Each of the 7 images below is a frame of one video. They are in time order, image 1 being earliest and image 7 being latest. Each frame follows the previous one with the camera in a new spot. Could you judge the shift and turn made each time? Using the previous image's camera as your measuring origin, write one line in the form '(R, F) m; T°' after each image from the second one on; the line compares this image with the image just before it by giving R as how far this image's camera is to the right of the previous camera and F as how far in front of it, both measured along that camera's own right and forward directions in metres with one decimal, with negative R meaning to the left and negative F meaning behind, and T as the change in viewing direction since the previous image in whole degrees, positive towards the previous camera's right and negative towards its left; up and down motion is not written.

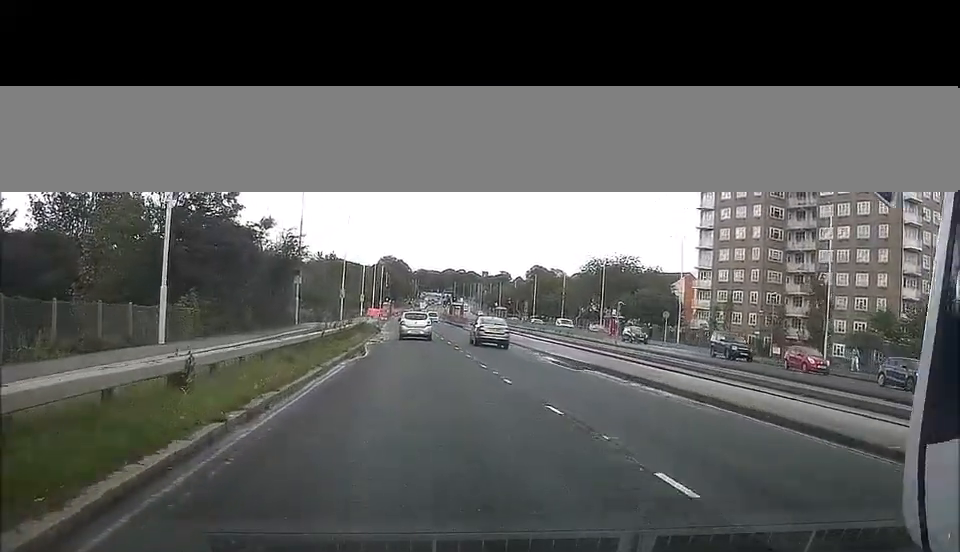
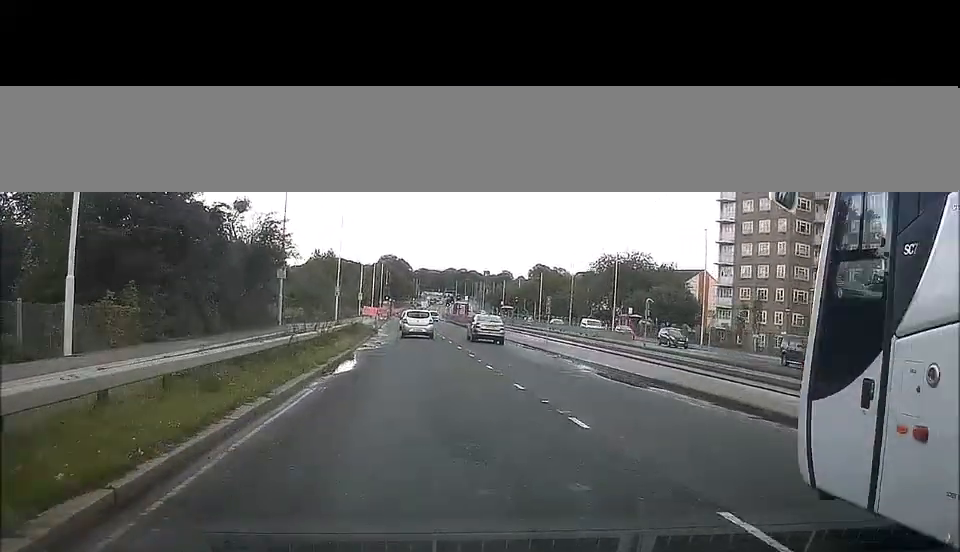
(+0.1, +7.3) m; +1°
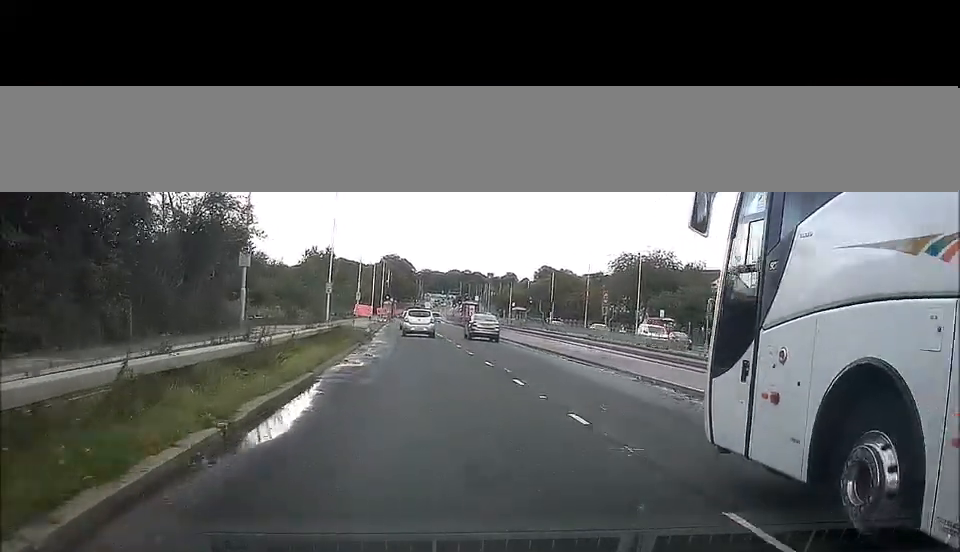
(+0.1, +11.1) m; -1°
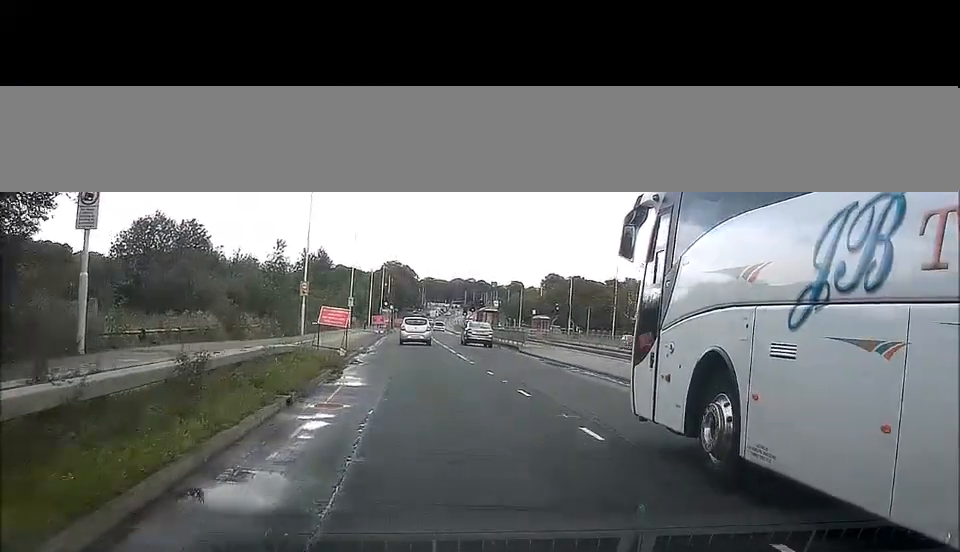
(-0.4, +17.8) m; -2°
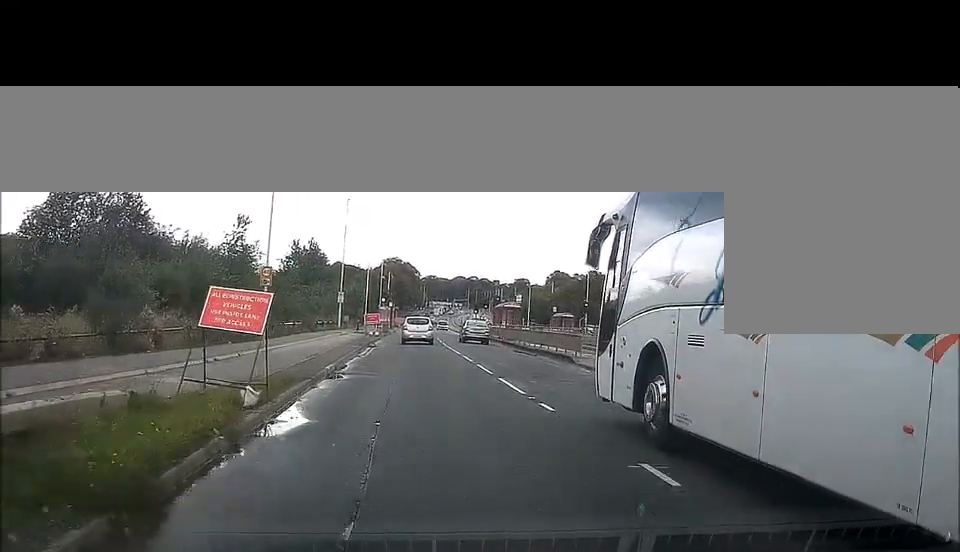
(-0.1, +14.5) m; -1°
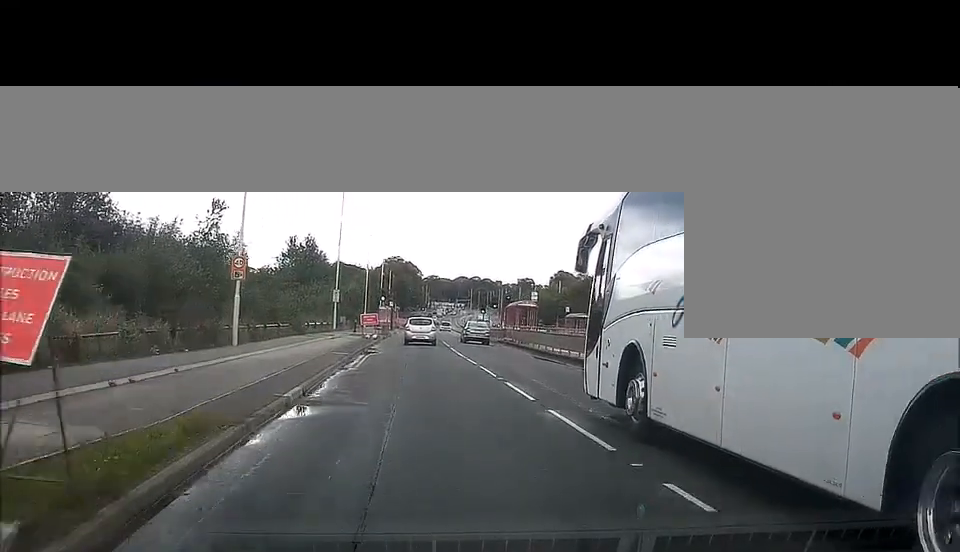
(-0.2, +6.7) m; 0°
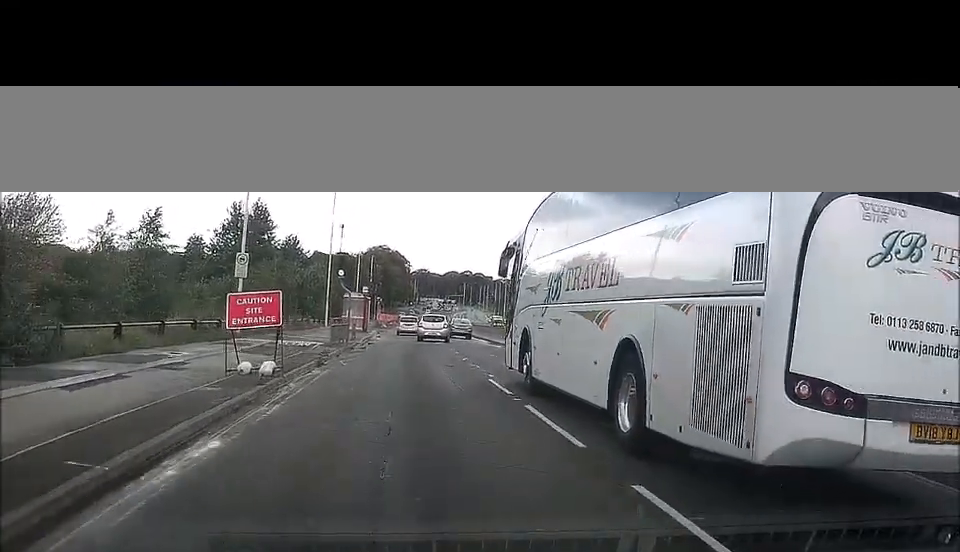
(0.0, +35.2) m; 0°
